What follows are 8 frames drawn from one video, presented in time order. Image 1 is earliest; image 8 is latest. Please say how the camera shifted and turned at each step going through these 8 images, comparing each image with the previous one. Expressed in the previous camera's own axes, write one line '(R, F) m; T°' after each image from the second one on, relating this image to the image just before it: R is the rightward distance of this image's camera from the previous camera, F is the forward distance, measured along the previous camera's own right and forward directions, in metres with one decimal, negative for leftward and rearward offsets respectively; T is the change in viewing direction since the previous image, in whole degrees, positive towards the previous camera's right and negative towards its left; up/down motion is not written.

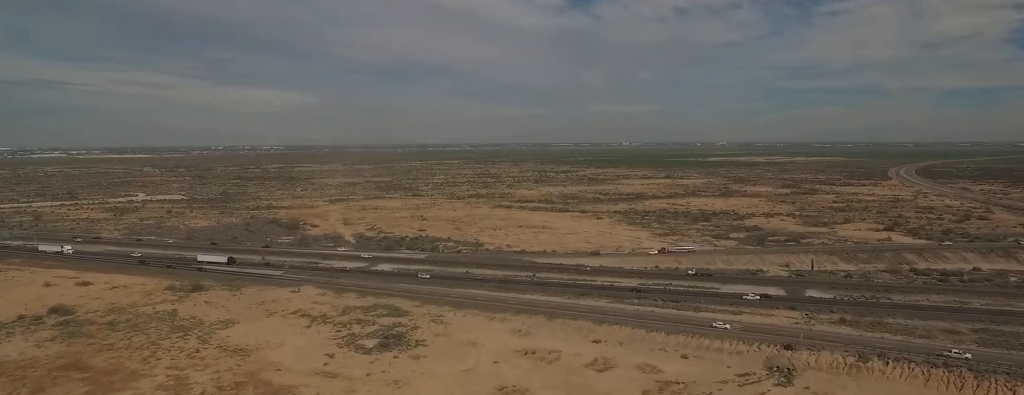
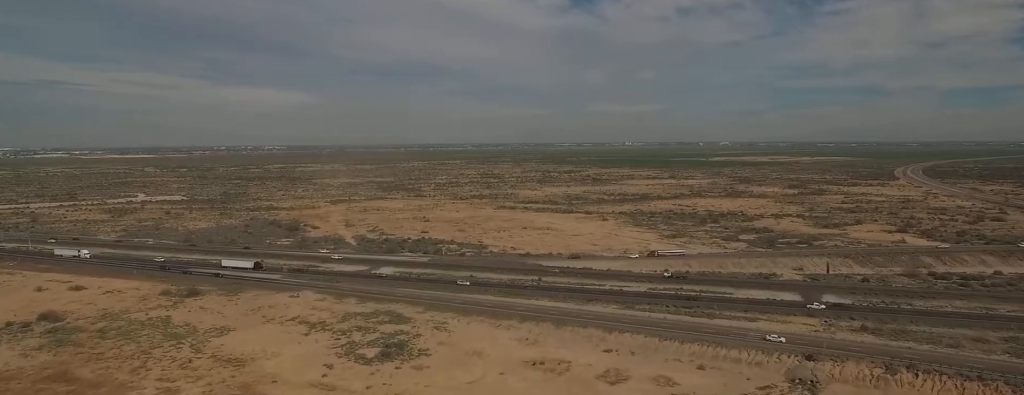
(0.0, +8.0) m; 0°
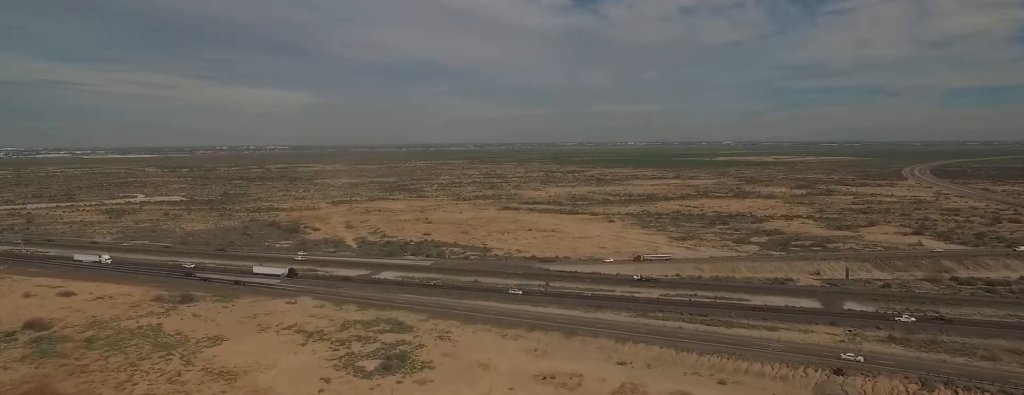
(0.0, +9.7) m; 0°
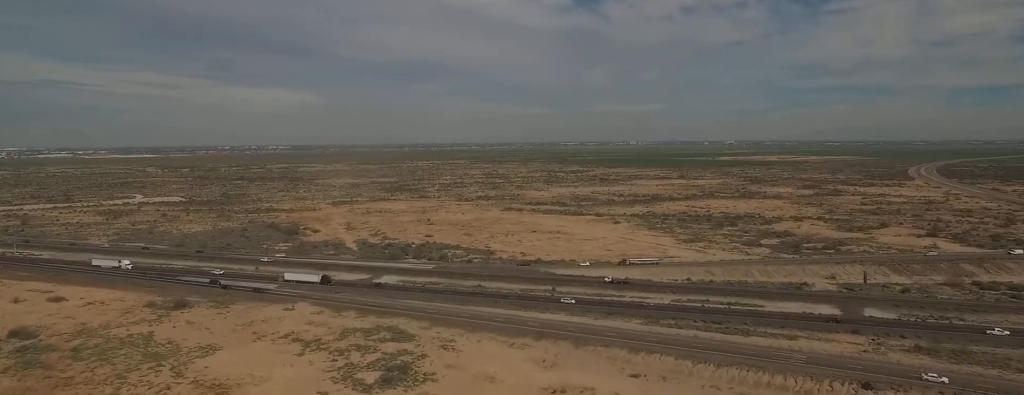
(0.0, +8.6) m; 0°
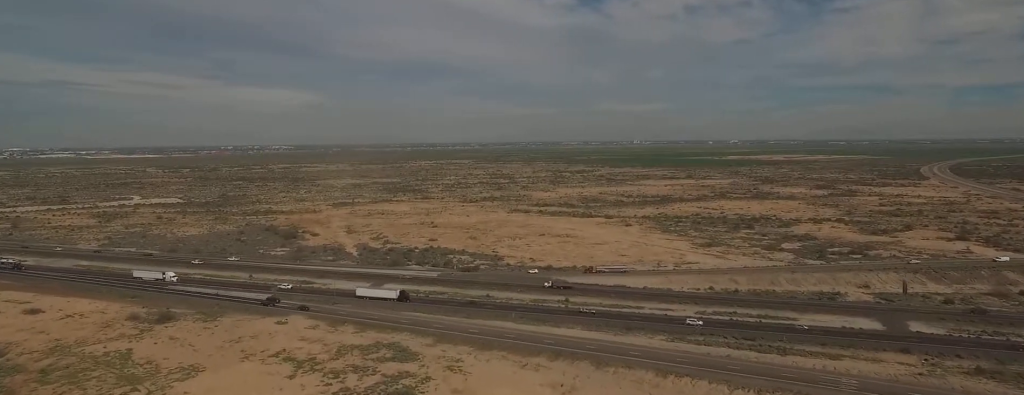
(+0.1, +17.2) m; 0°
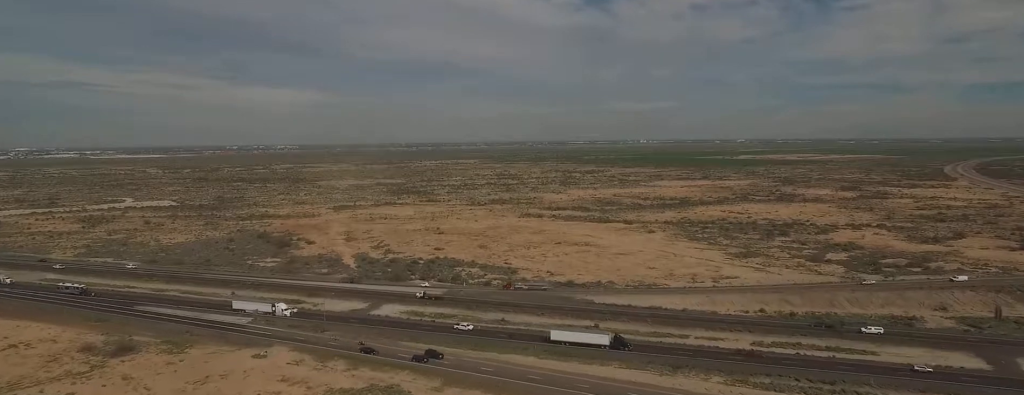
(+0.6, +32.6) m; +4°
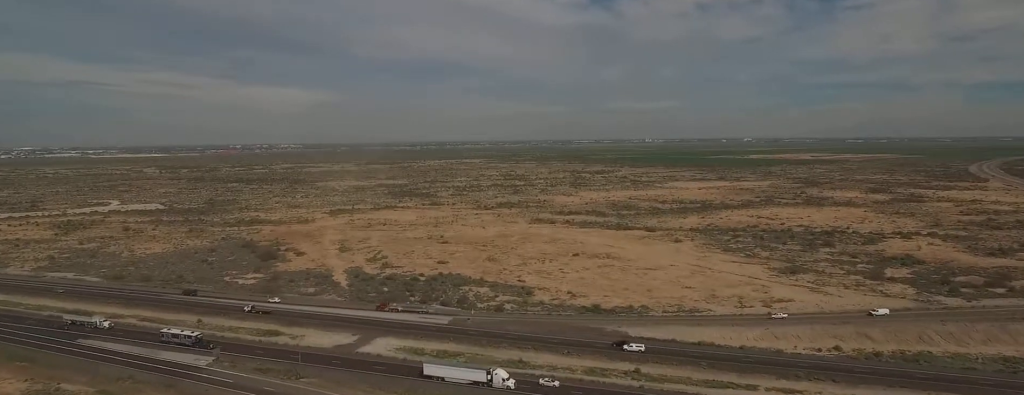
(+2.2, +37.1) m; +5°
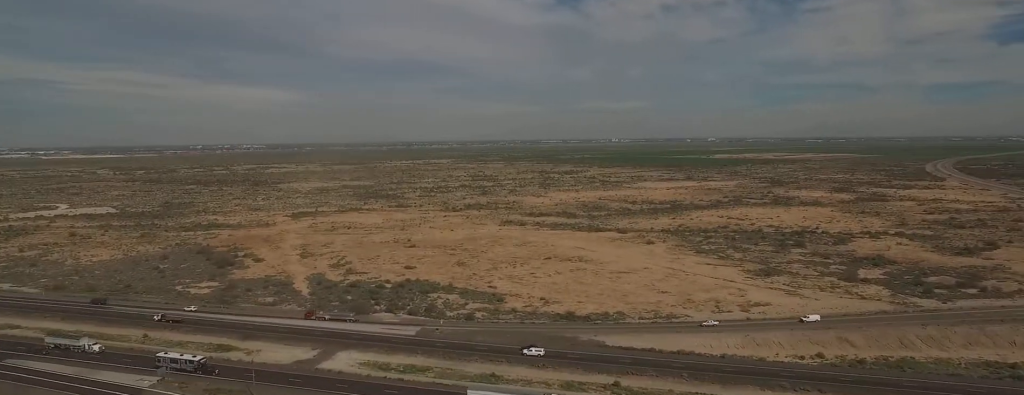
(+0.1, +9.6) m; +1°
